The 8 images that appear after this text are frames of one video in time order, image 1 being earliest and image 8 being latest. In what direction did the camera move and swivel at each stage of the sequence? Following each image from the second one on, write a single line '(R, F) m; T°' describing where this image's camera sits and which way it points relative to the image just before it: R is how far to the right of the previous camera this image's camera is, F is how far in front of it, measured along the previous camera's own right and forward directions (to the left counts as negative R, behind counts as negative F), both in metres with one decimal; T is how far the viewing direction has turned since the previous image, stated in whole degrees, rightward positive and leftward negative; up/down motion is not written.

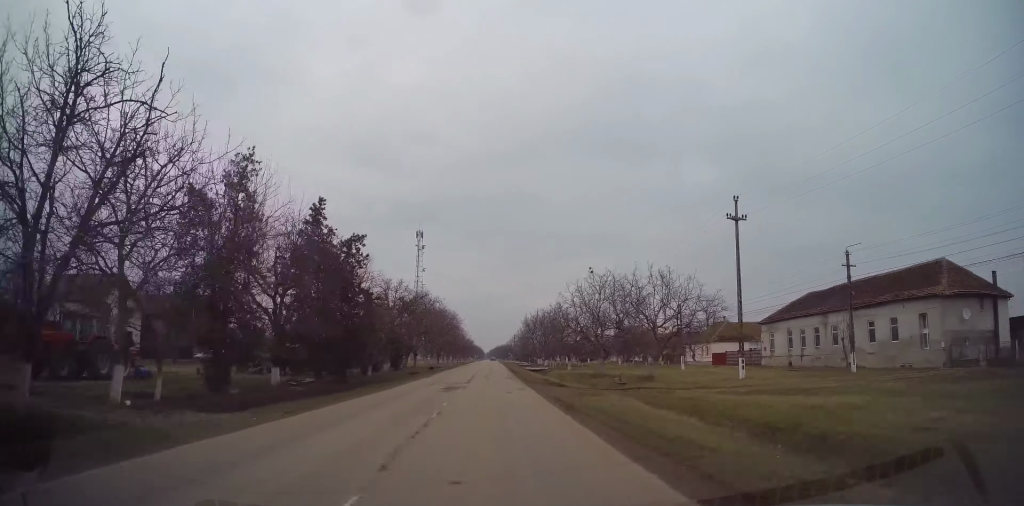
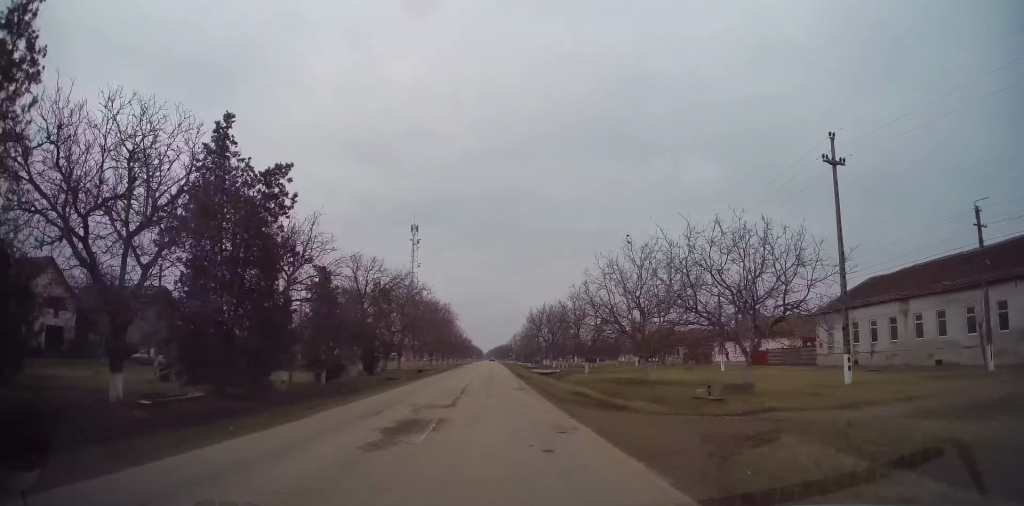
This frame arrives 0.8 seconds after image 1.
(+0.1, +12.1) m; +1°
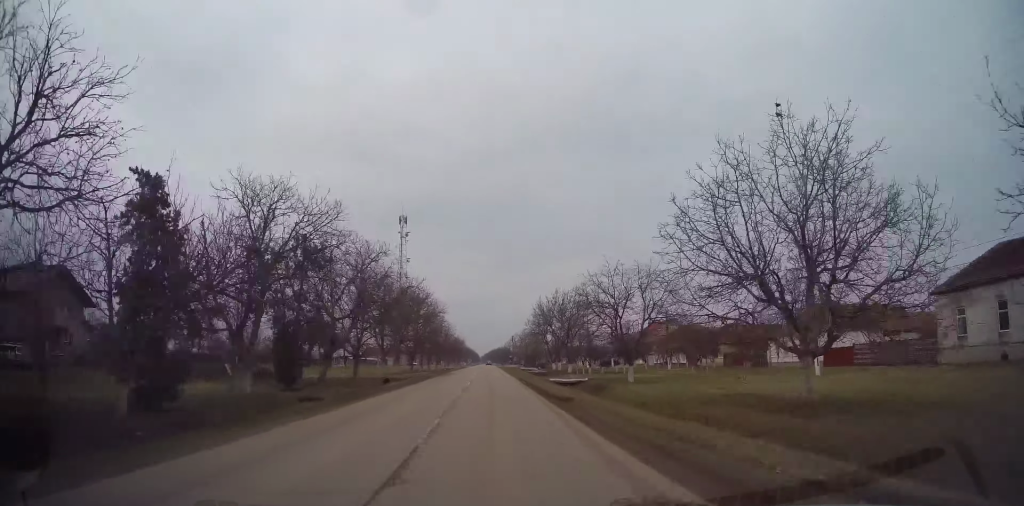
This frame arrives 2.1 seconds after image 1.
(0.0, +17.7) m; 0°
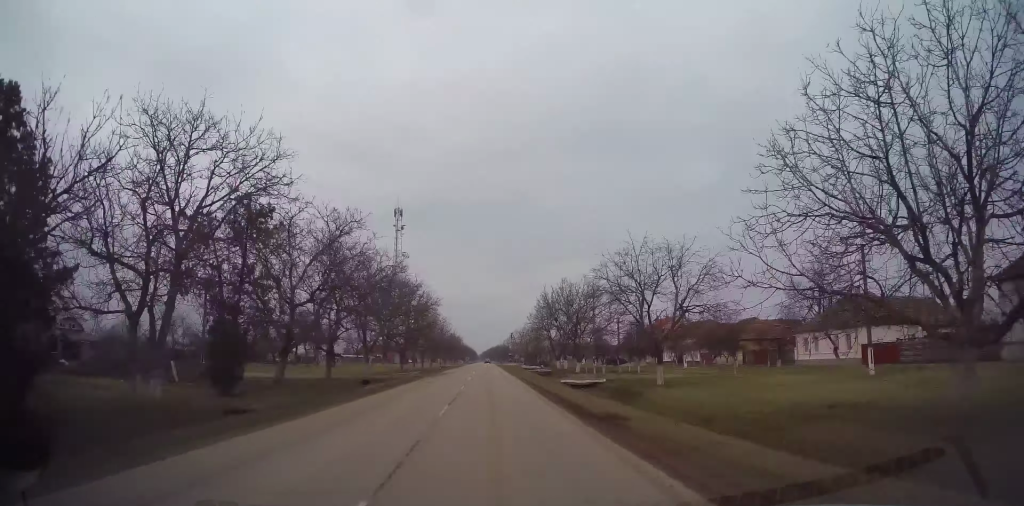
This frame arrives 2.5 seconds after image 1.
(-0.2, +6.6) m; 0°
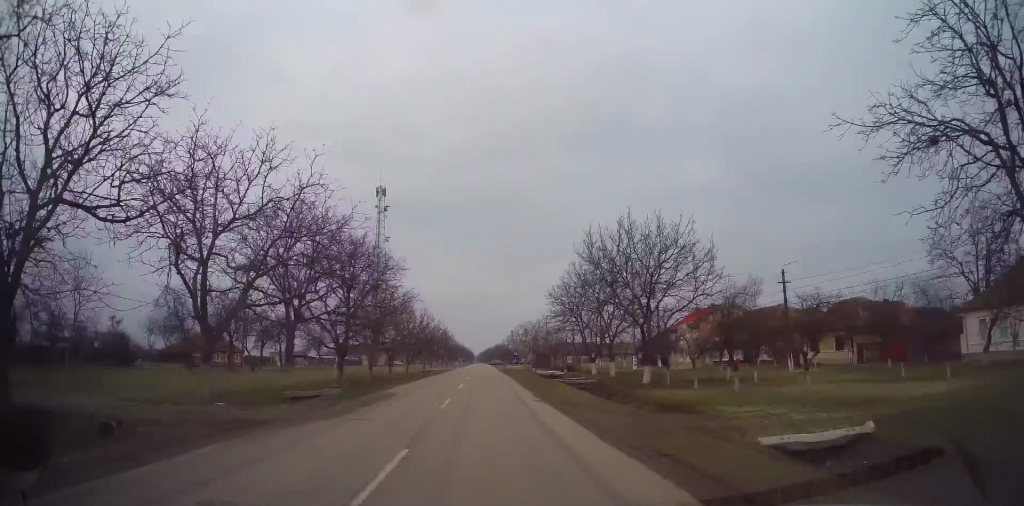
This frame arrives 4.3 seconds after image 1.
(+0.3, +24.8) m; 0°
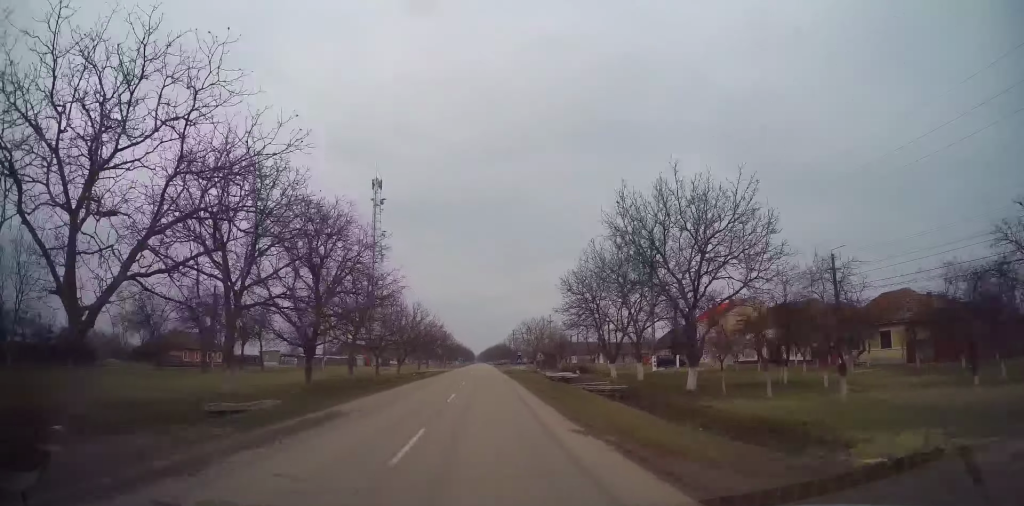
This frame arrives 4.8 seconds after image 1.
(0.0, +7.1) m; 0°
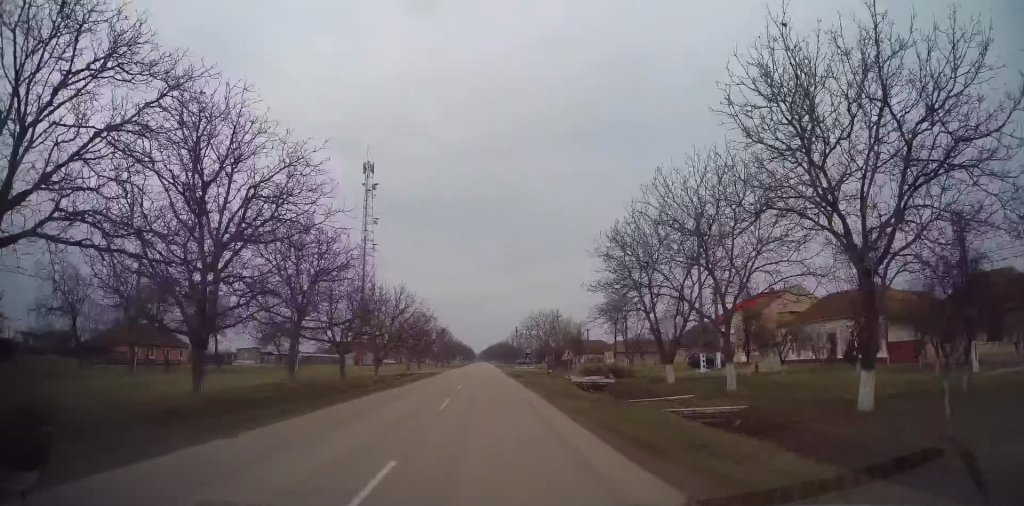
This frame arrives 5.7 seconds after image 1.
(0.0, +12.1) m; 0°
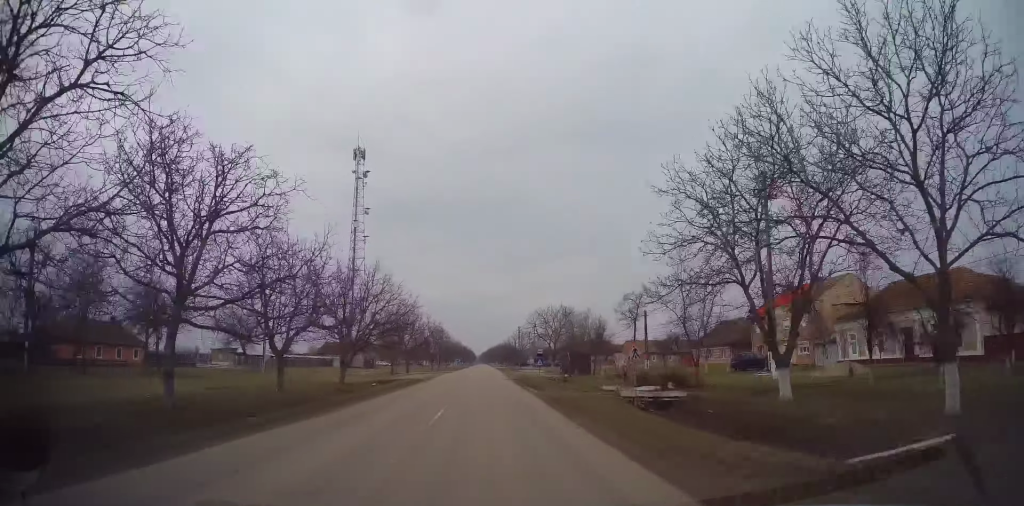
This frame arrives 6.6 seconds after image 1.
(+0.1, +11.2) m; 0°
